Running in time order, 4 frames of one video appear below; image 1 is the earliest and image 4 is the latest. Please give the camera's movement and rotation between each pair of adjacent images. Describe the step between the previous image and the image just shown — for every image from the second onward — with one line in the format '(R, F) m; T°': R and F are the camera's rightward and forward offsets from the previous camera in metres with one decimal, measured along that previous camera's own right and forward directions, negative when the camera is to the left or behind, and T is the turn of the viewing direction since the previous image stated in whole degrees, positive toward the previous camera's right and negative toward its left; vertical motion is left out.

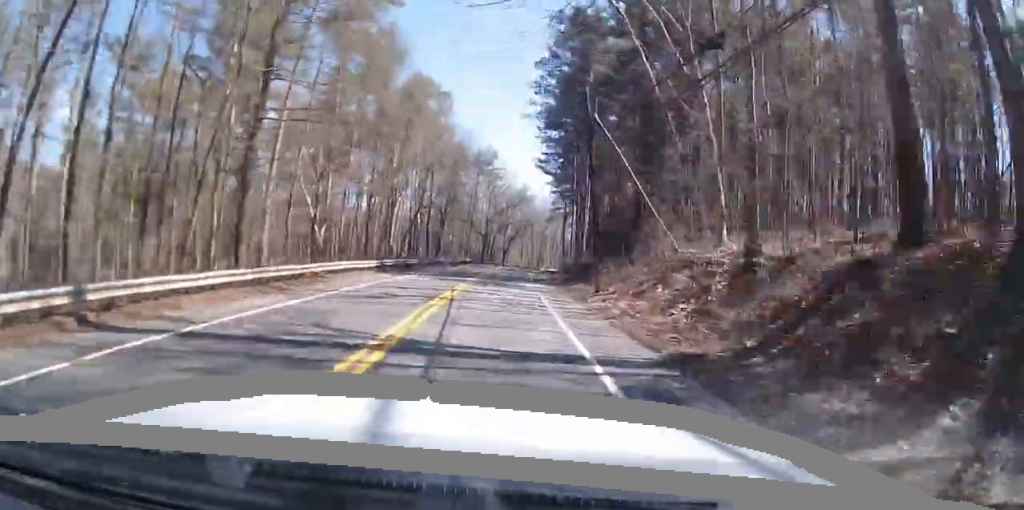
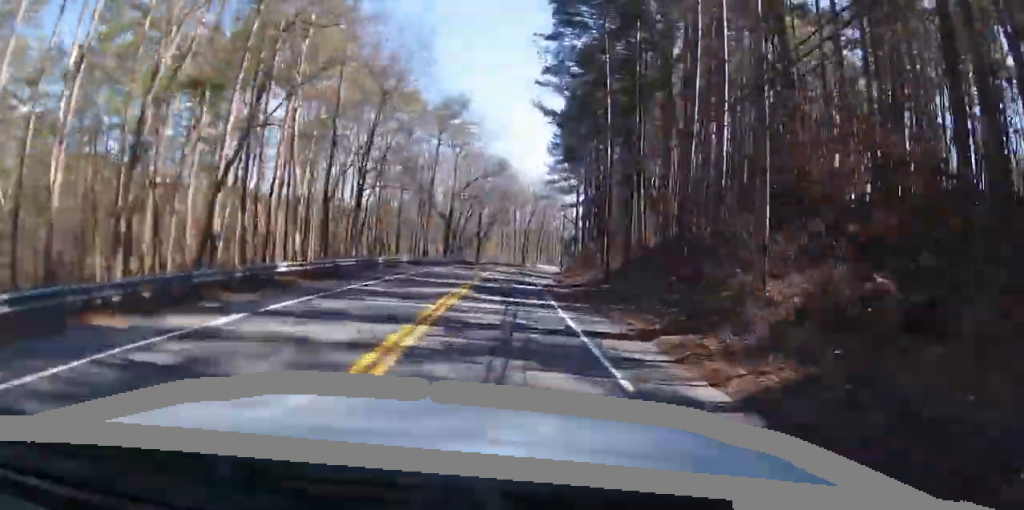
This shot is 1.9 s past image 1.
(+1.8, +37.9) m; +5°
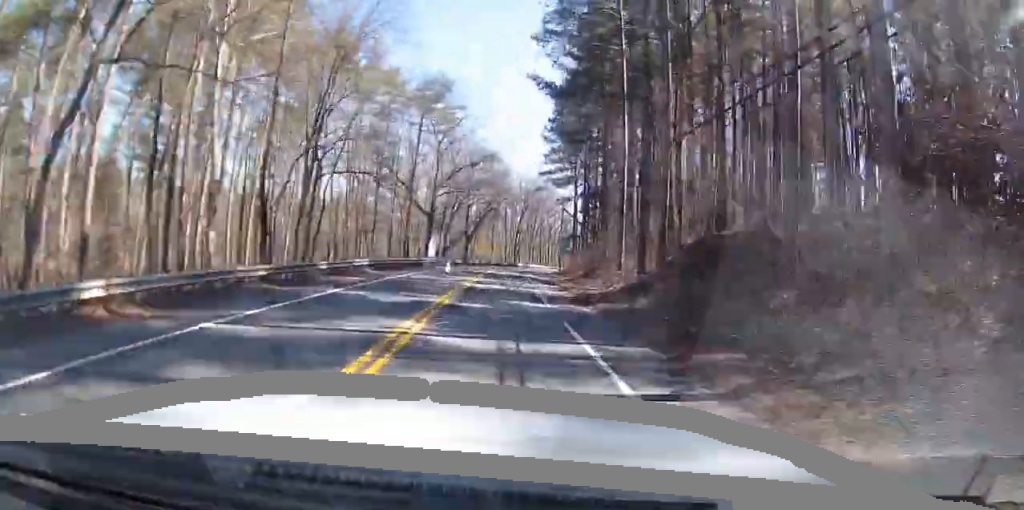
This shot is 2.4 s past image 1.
(-0.1, +9.4) m; +1°
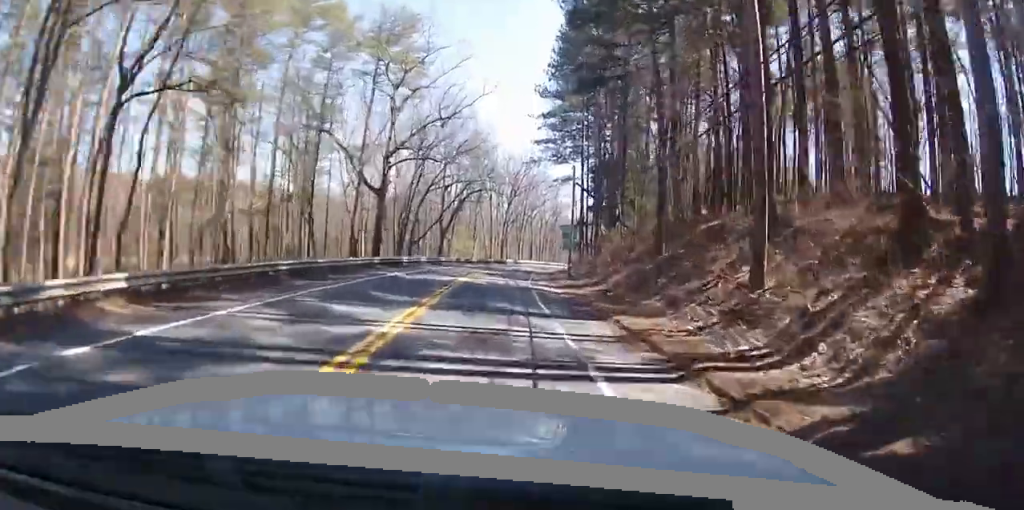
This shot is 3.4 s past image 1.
(+0.7, +20.3) m; +2°
